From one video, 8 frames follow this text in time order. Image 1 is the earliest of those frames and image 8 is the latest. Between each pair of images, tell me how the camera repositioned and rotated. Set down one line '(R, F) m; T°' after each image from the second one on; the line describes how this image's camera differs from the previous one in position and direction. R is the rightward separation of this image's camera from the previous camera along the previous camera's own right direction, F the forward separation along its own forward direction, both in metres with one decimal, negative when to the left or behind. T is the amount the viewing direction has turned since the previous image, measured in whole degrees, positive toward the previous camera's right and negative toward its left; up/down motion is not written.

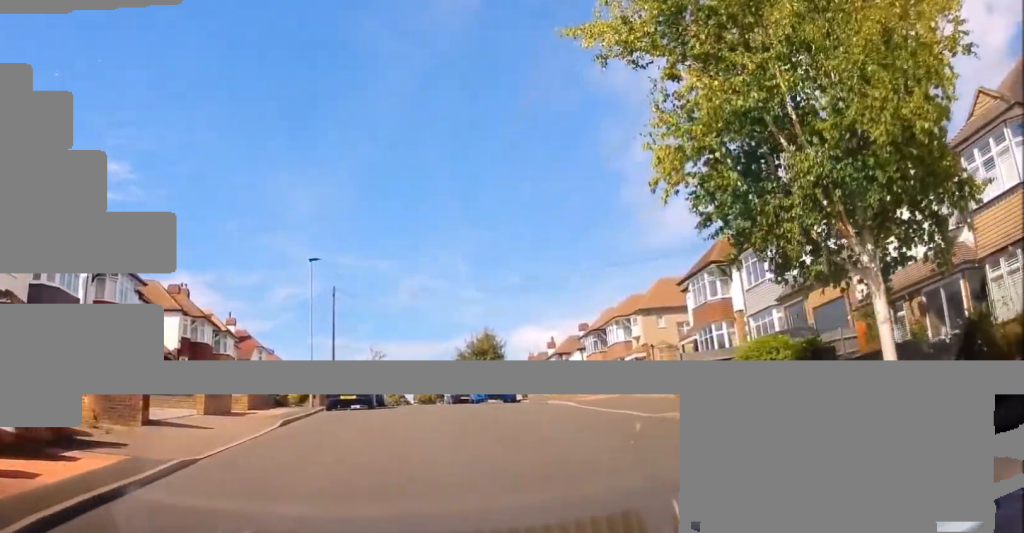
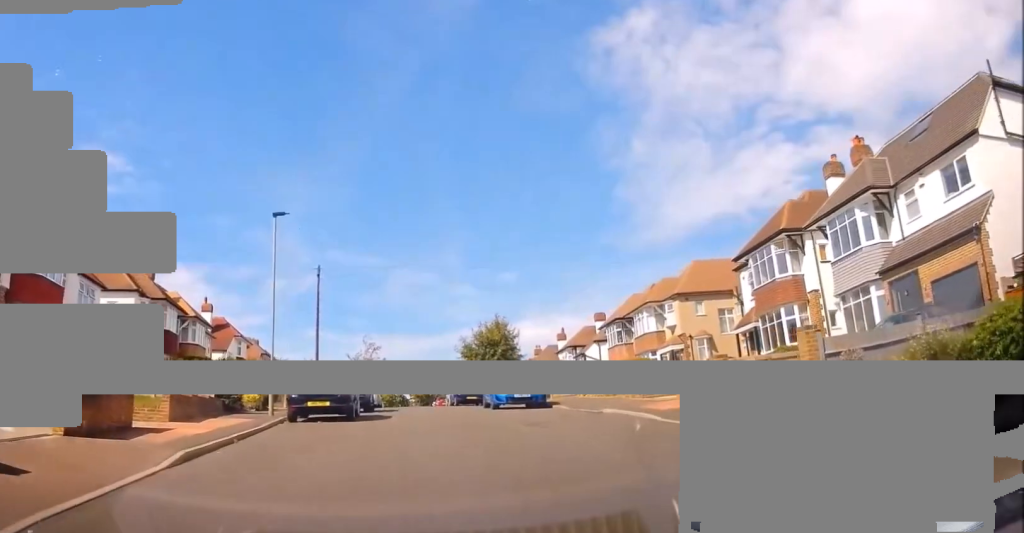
(-0.2, +7.1) m; -1°
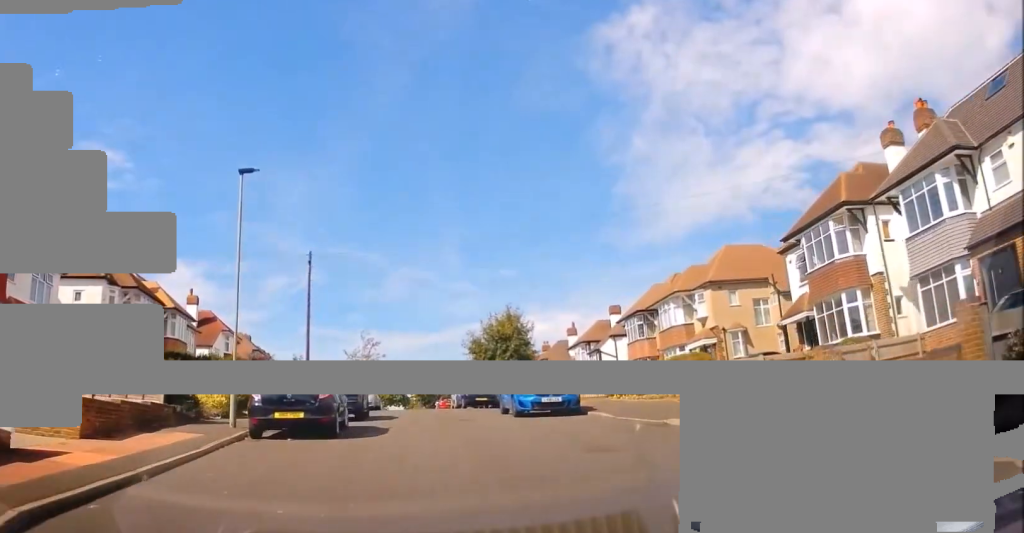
(+0.1, +4.4) m; 0°
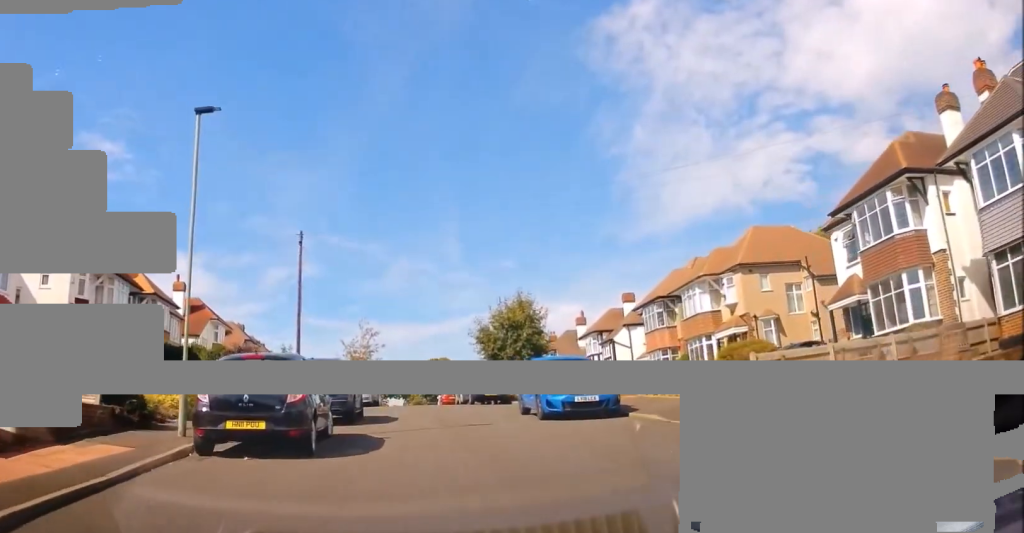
(-0.1, +3.6) m; 0°
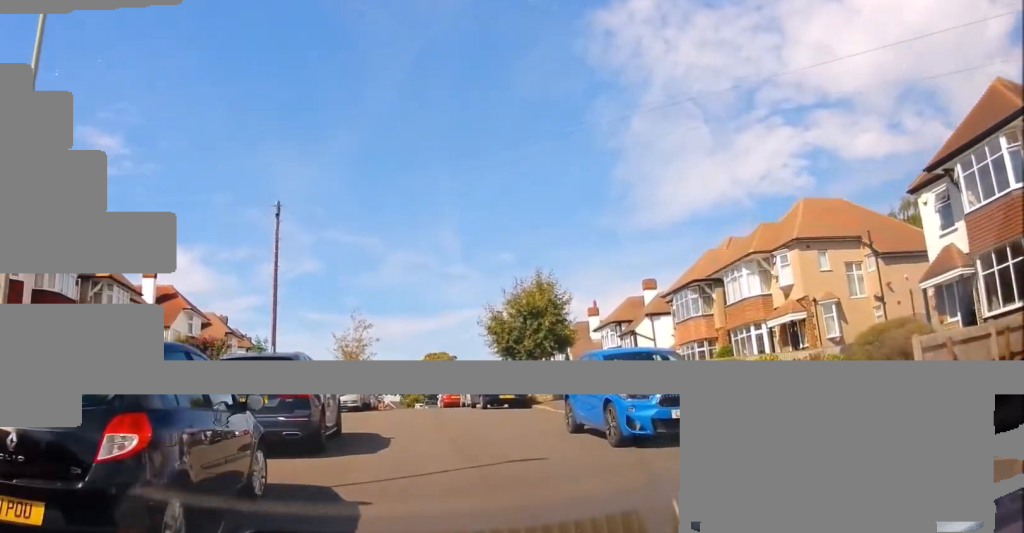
(0.0, +6.1) m; +2°
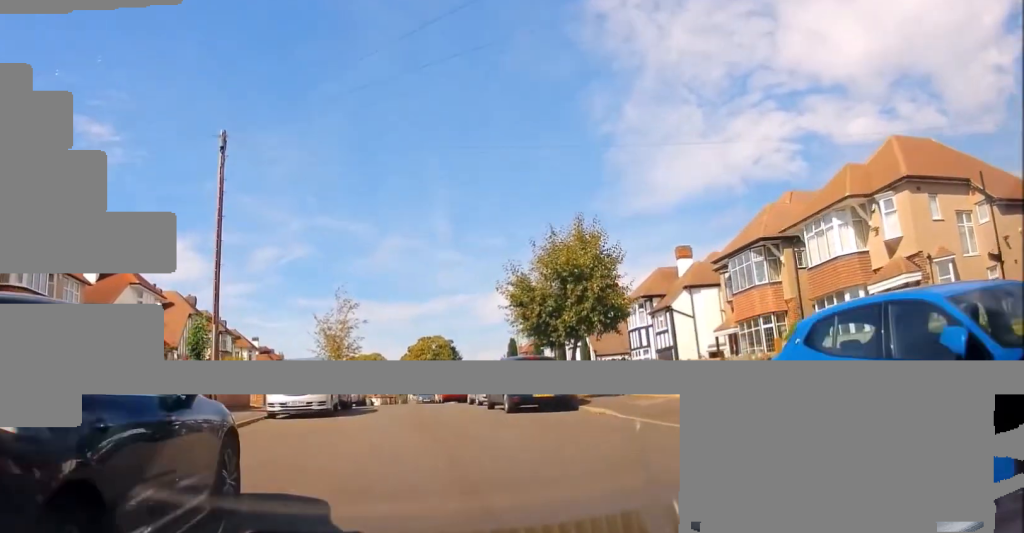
(+0.2, +8.1) m; 0°
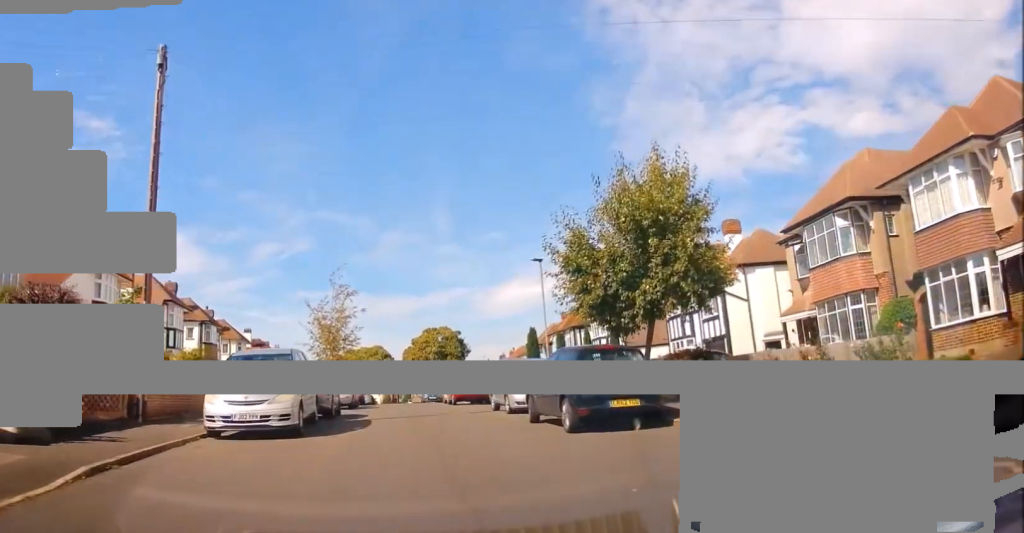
(-0.2, +6.3) m; -2°
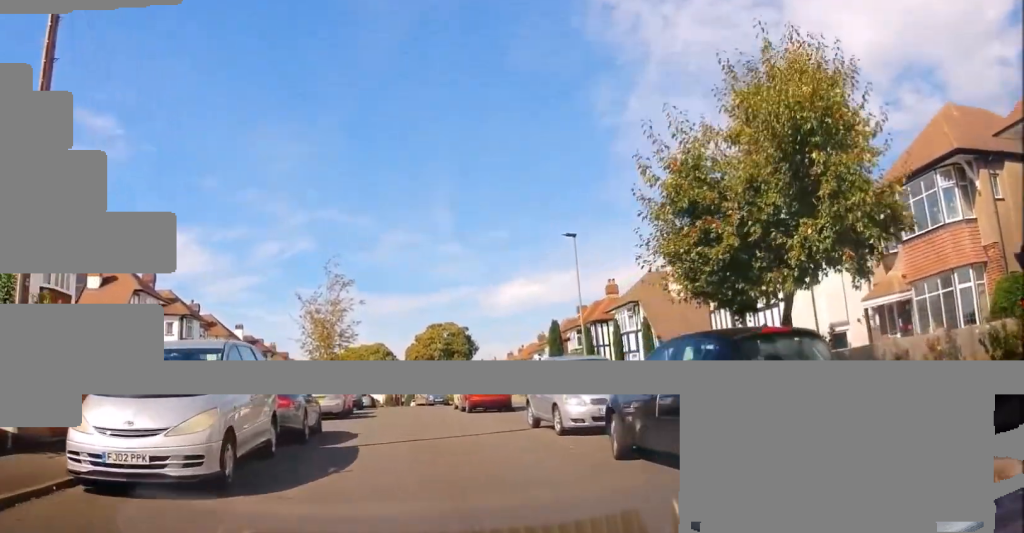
(-0.1, +5.3) m; -1°
